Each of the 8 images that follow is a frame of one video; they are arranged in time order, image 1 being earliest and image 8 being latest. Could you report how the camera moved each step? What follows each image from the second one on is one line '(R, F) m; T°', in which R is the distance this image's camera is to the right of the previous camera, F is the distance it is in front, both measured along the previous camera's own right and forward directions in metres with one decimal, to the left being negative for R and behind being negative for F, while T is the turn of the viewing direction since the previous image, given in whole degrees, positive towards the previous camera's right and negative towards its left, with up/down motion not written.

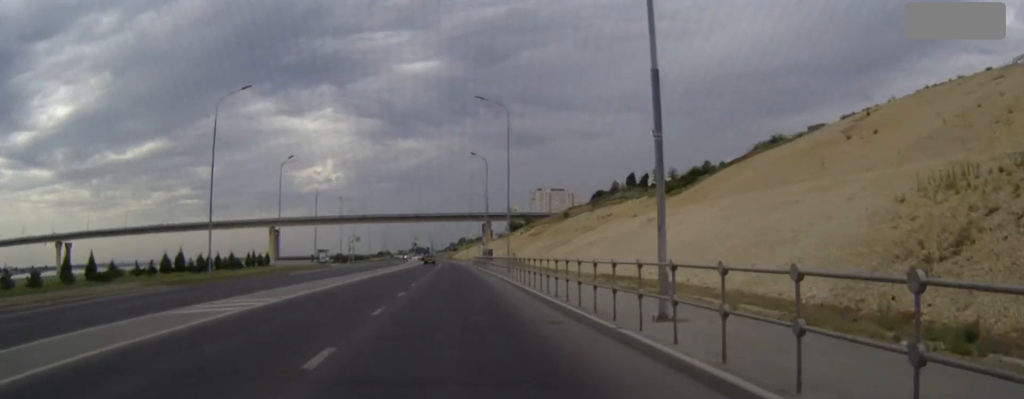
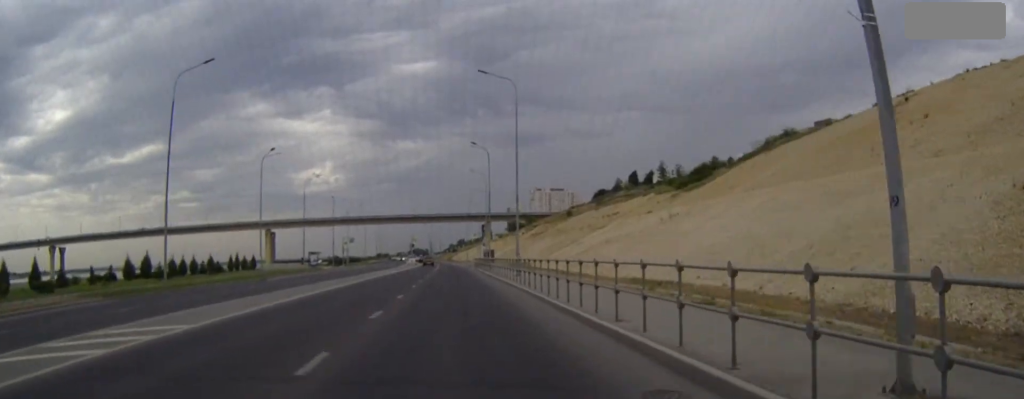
(0.0, +8.4) m; 0°
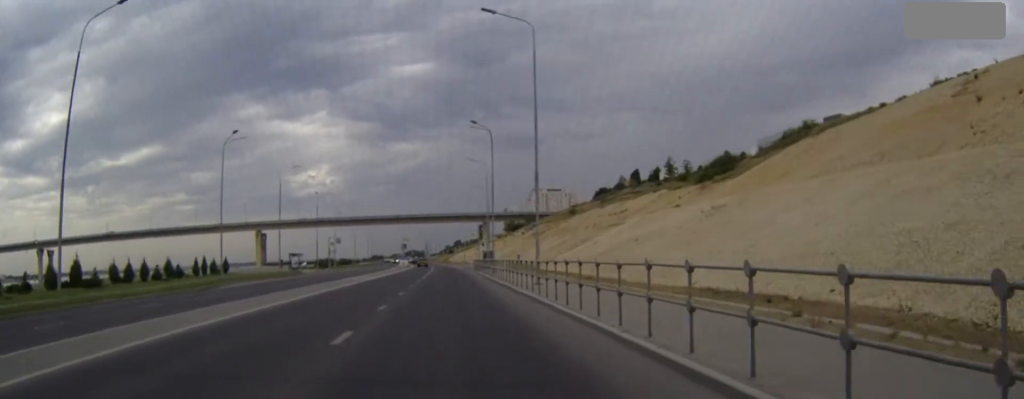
(0.0, +12.8) m; 0°
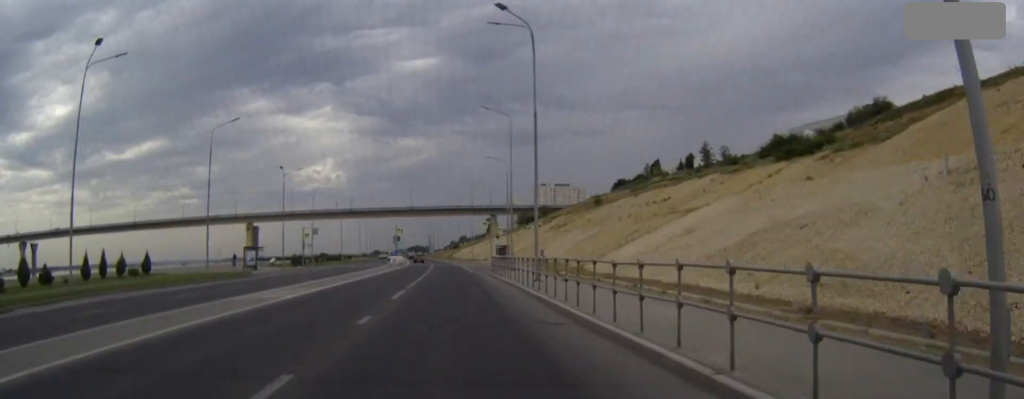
(-0.1, +29.3) m; 0°
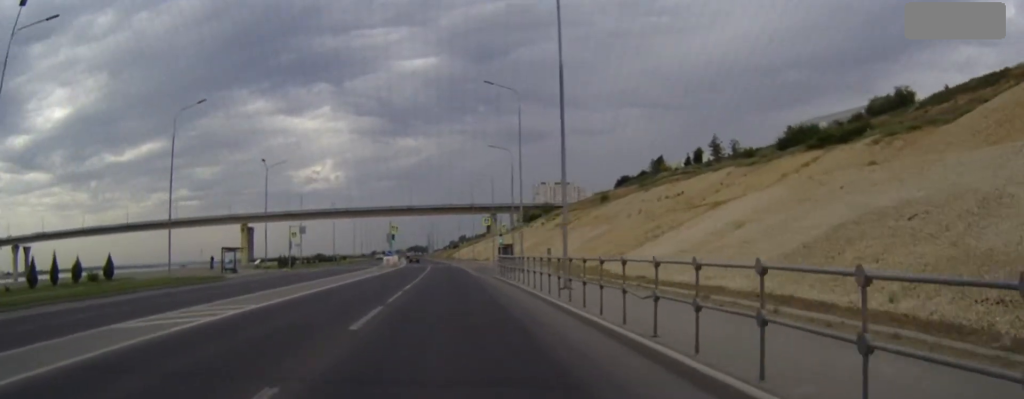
(0.0, +8.8) m; 0°
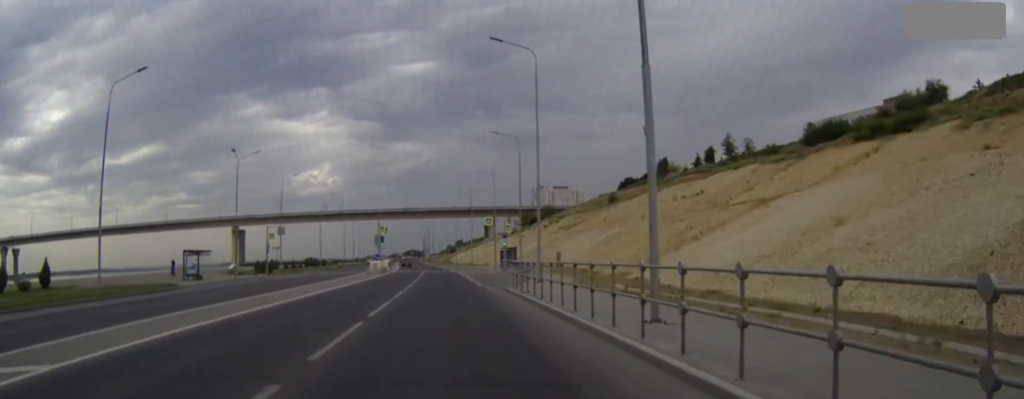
(0.0, +11.6) m; 0°
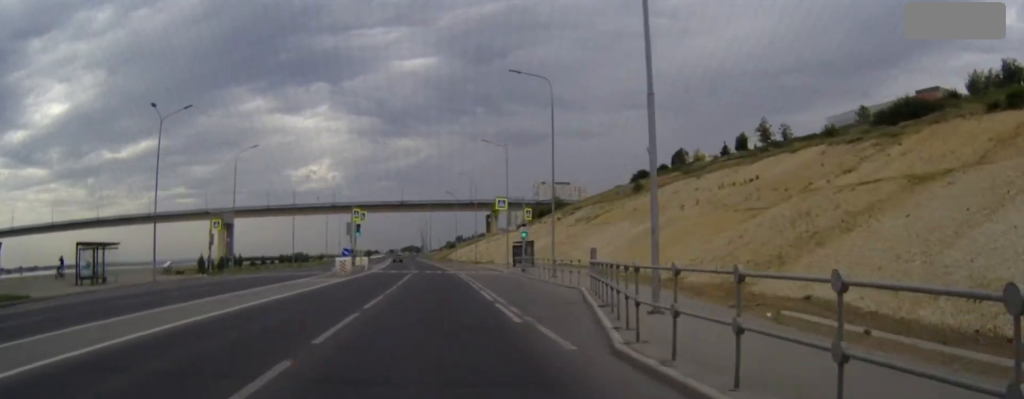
(0.0, +22.4) m; 0°
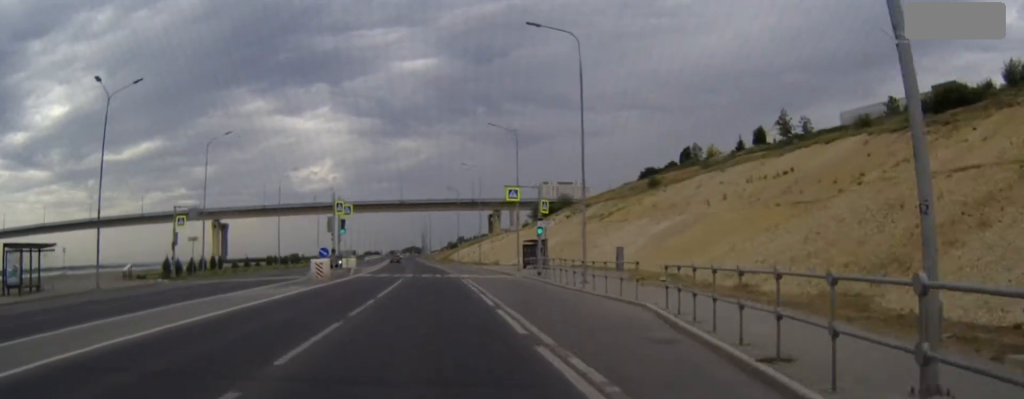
(0.0, +10.2) m; 0°
